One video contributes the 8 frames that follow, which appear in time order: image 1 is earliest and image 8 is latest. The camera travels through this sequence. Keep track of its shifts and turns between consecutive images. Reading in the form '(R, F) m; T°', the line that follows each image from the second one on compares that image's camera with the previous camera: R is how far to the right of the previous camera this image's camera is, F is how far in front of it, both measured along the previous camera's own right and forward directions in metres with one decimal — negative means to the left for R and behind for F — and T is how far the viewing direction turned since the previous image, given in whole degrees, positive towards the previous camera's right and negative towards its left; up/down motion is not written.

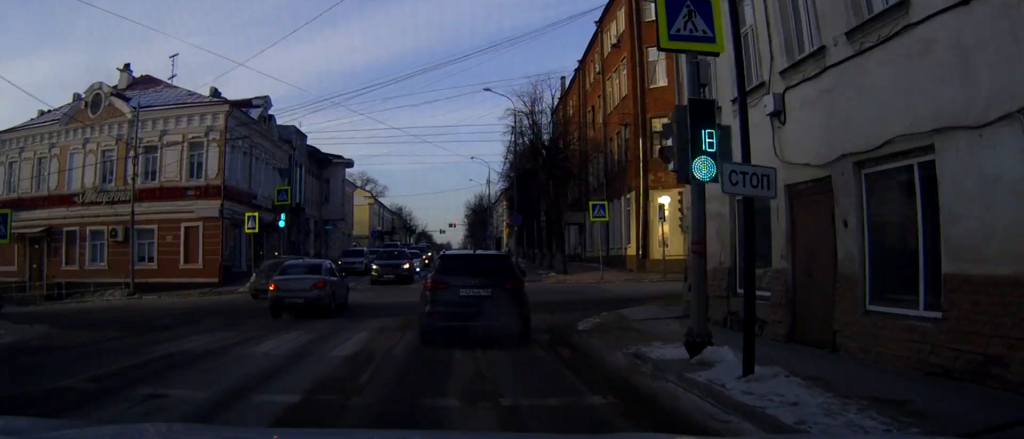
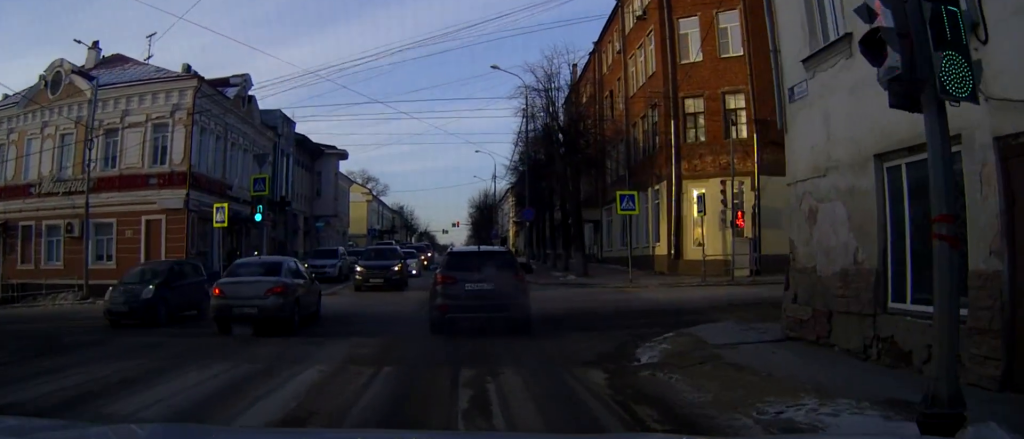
(0.0, +5.9) m; +1°
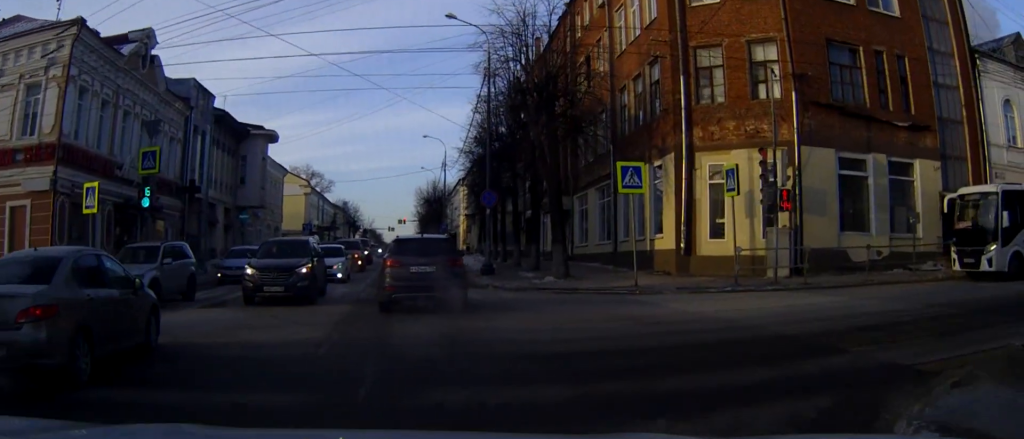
(+0.6, +8.8) m; +13°
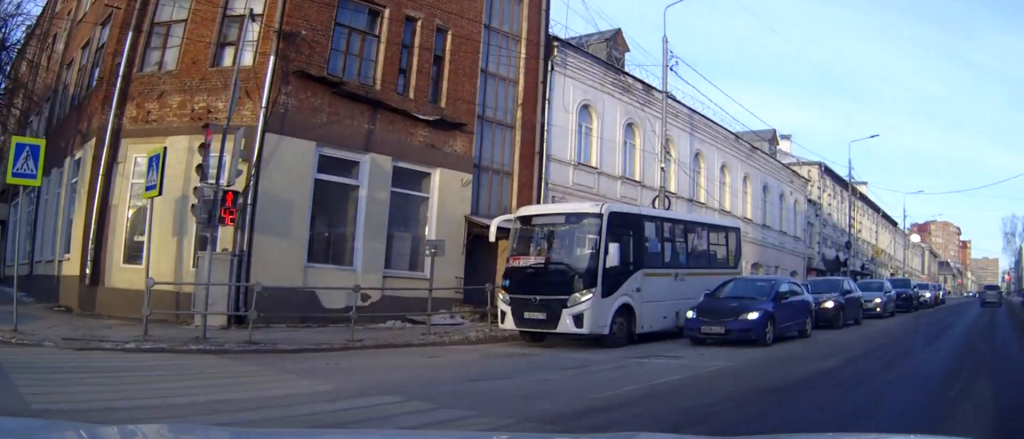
(+1.7, +7.9) m; +37°
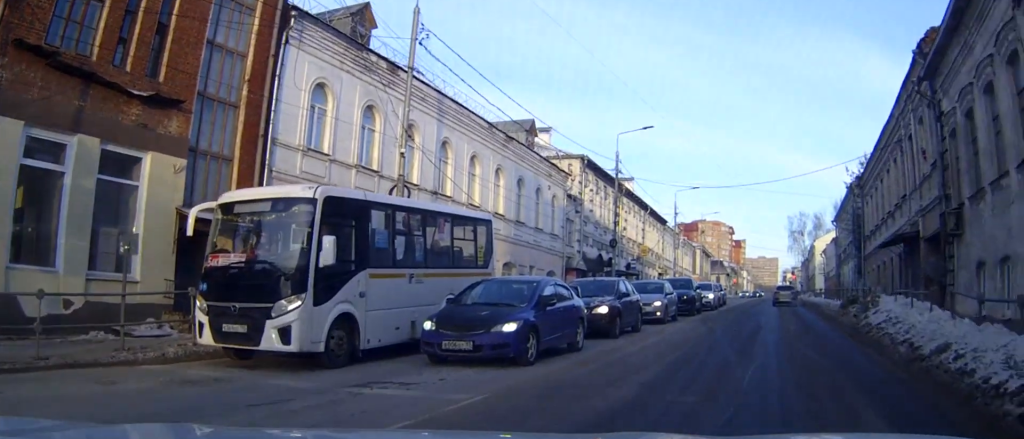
(+0.8, +2.8) m; +22°
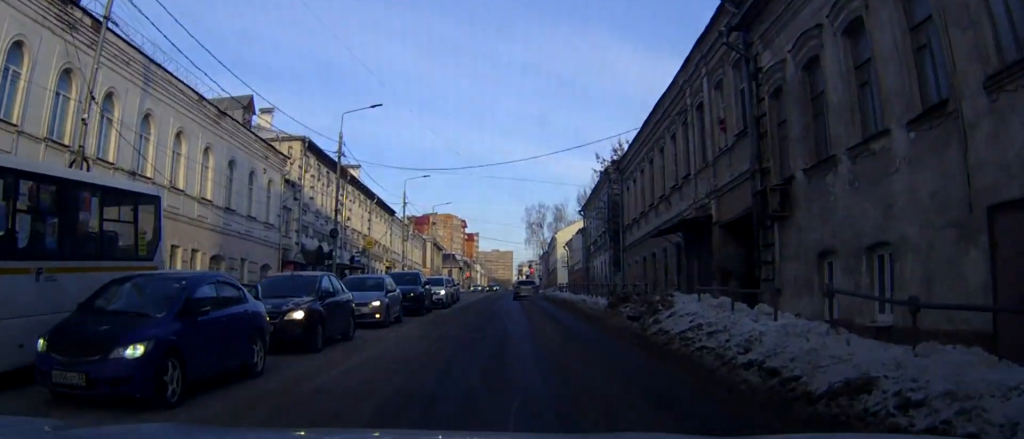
(+1.0, +3.7) m; +20°
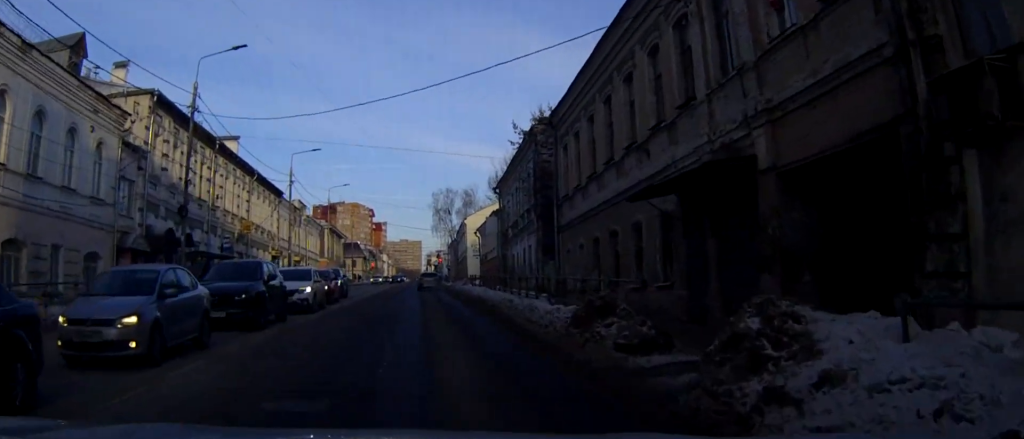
(+1.6, +9.5) m; +5°
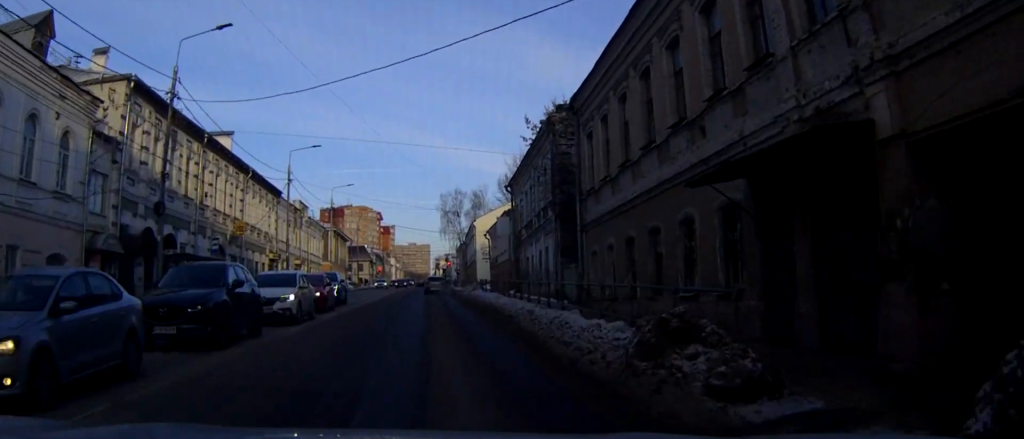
(-0.3, +3.6) m; -2°
